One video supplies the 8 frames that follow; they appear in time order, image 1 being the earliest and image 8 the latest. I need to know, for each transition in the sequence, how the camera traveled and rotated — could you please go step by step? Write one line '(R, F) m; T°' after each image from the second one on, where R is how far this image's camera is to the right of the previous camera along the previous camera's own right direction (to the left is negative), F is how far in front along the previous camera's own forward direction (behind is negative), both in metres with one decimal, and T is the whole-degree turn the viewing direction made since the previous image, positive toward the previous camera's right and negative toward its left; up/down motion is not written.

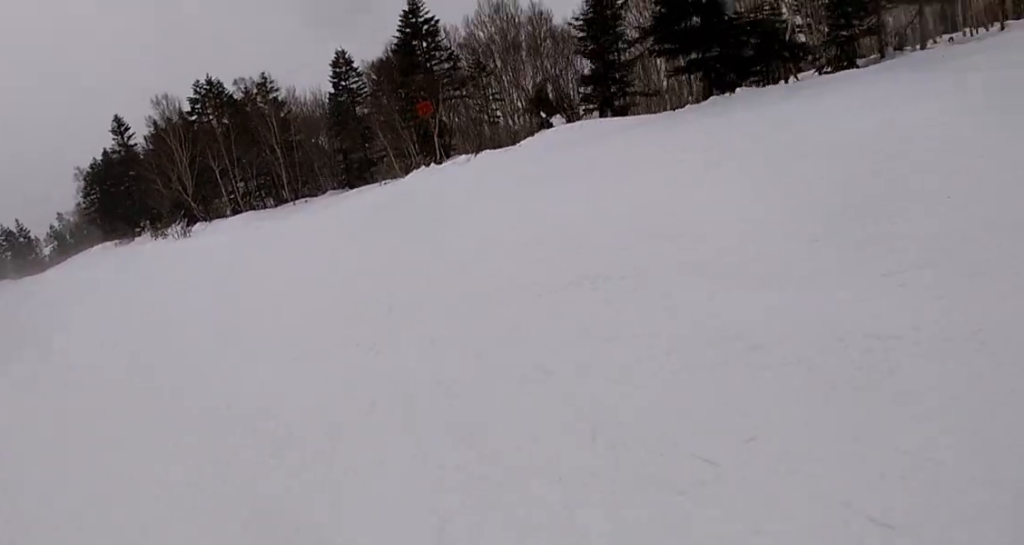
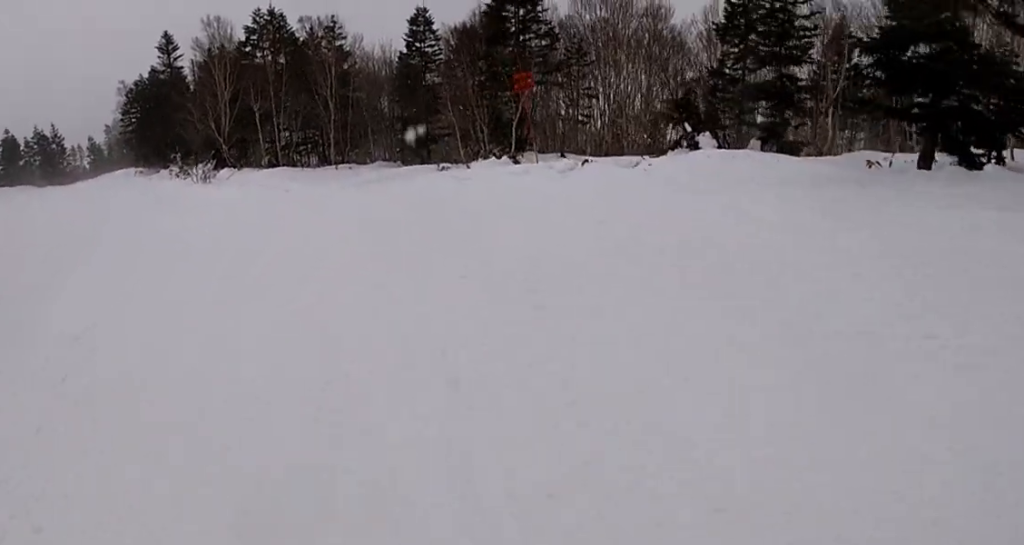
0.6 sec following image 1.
(+0.5, +4.8) m; -4°
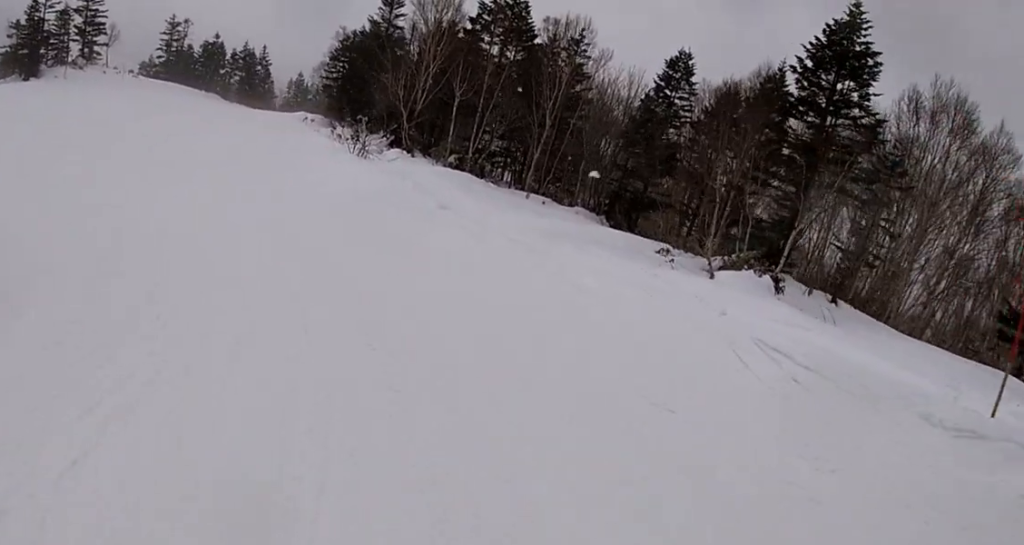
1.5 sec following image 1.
(-0.9, +7.8) m; -20°
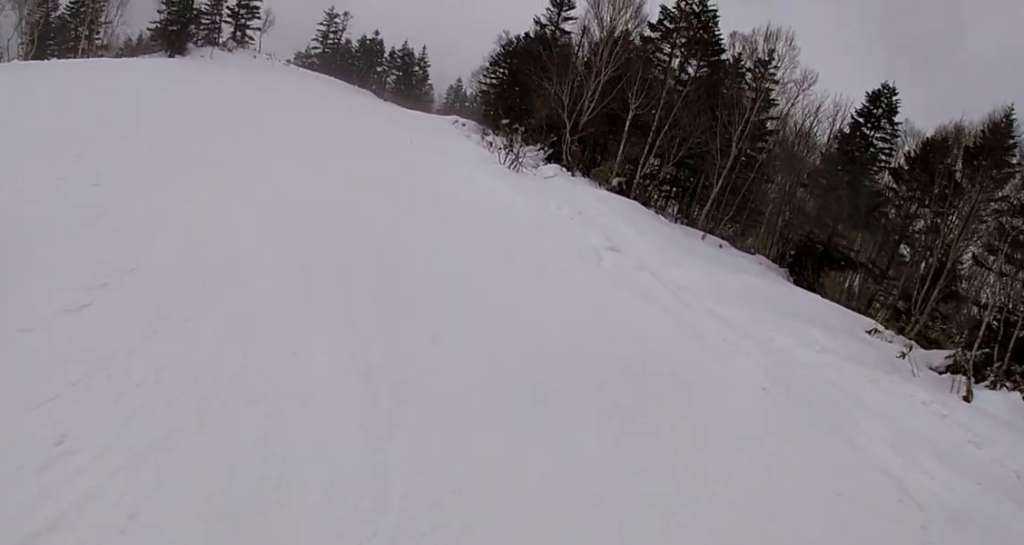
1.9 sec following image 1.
(-0.1, +3.9) m; -13°
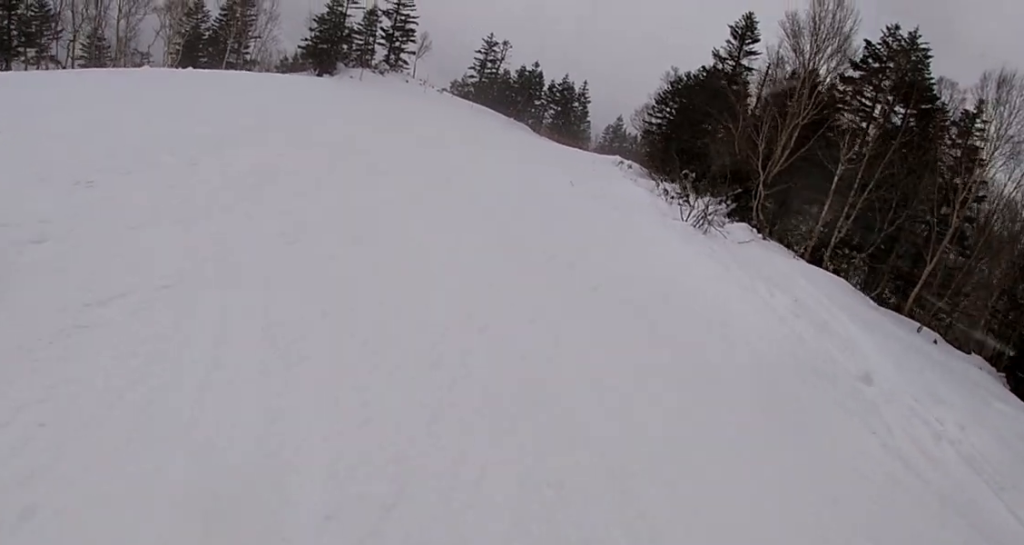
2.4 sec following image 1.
(-1.1, +3.7) m; -10°
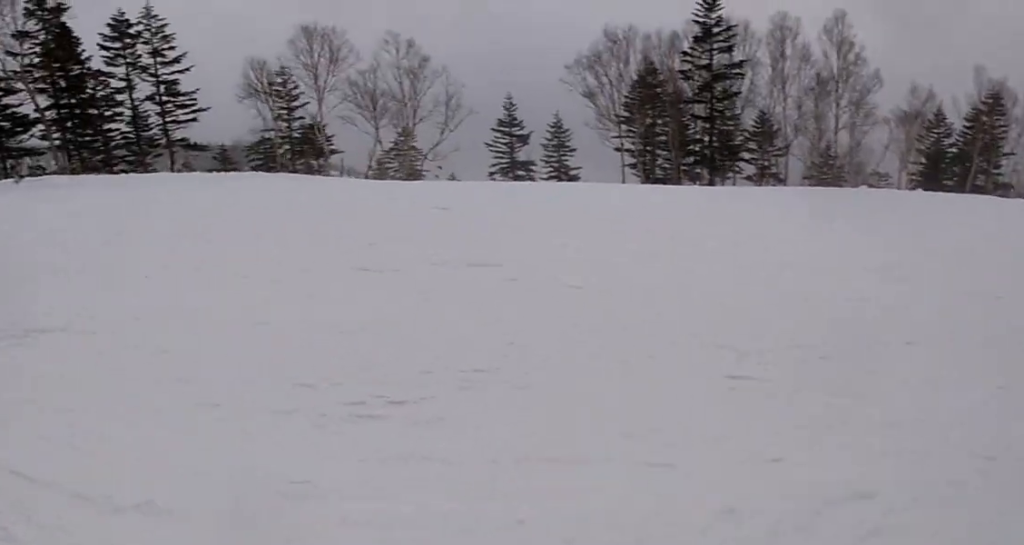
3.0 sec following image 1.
(-0.8, +5.3) m; -11°
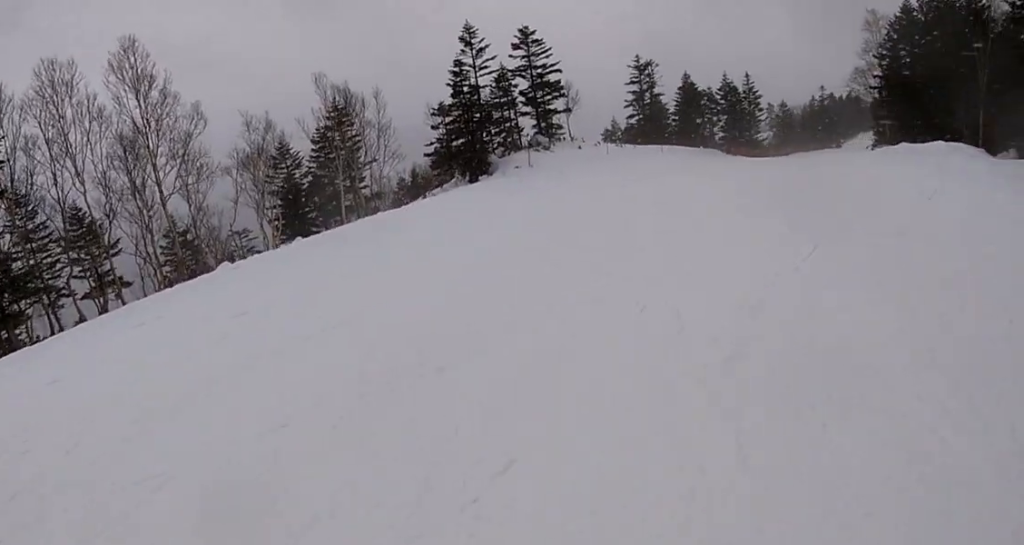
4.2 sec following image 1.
(-0.8, +9.7) m; -1°
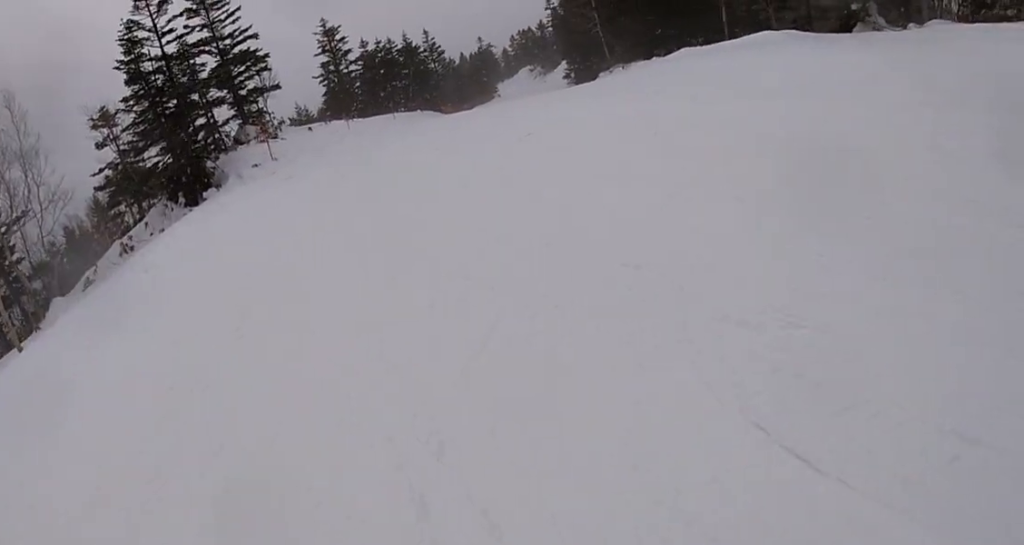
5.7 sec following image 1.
(+1.9, +10.3) m; +35°
